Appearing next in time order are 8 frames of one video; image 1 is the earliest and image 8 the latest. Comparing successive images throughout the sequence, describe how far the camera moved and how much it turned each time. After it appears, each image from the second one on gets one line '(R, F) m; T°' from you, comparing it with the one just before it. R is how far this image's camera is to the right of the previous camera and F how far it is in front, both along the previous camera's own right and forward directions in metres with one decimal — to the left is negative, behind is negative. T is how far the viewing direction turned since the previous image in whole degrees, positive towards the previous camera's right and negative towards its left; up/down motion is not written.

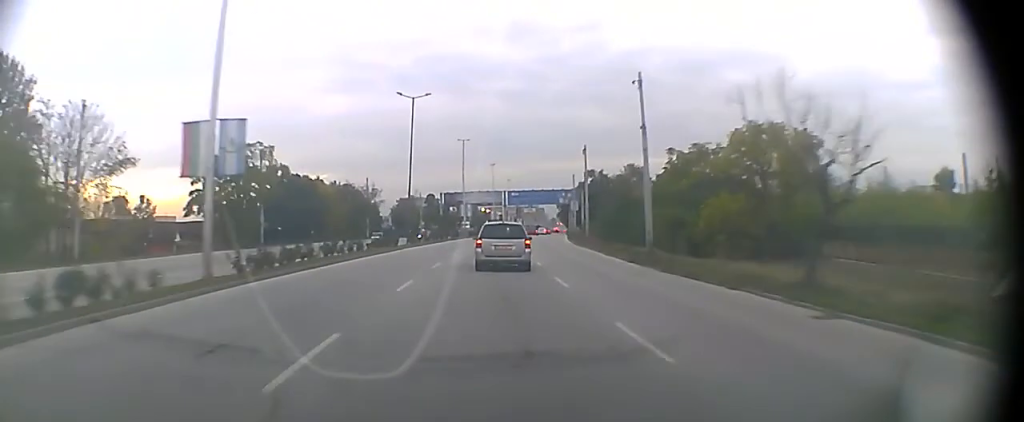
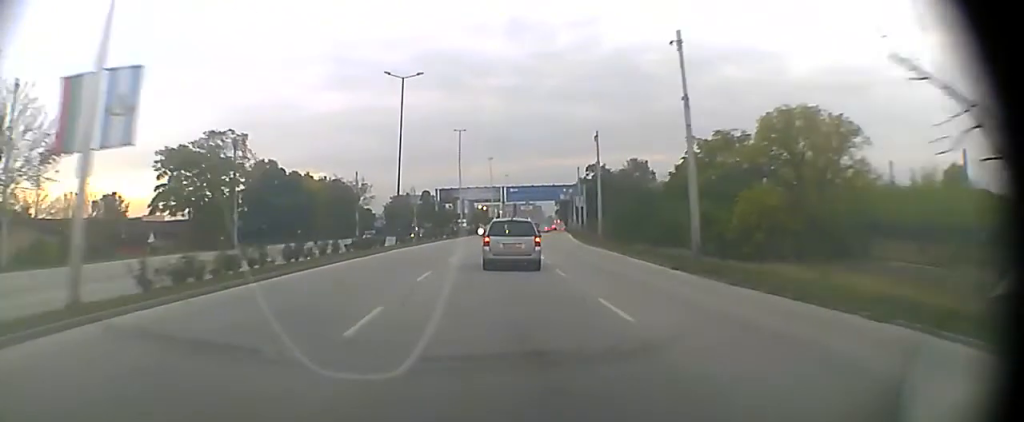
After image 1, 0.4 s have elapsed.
(0.0, +6.5) m; 0°
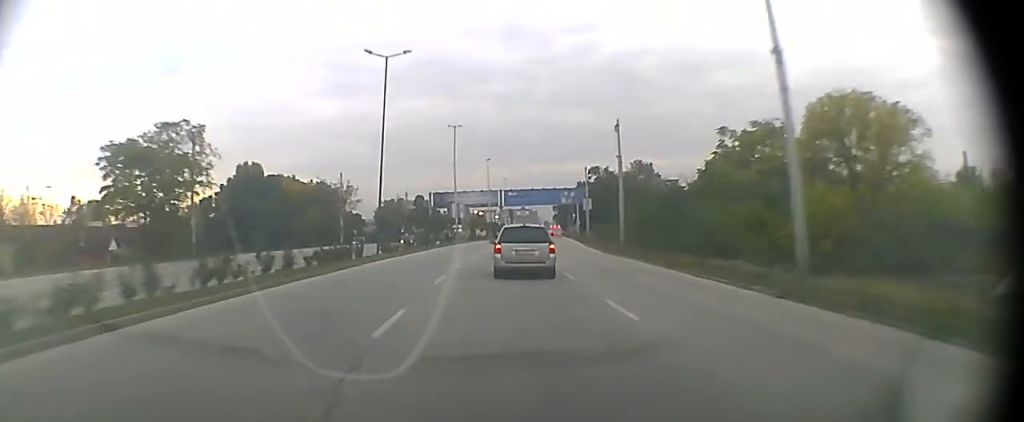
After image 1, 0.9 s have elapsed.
(0.0, +7.6) m; 0°
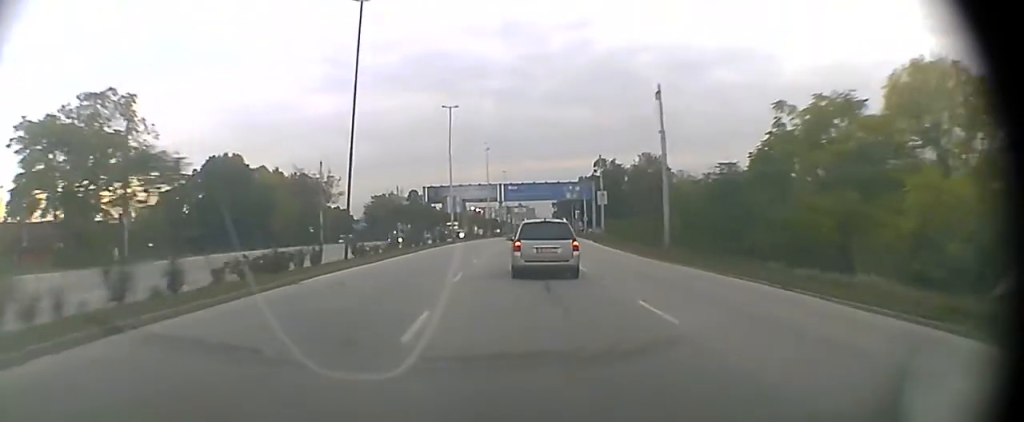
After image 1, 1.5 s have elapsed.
(+0.1, +10.9) m; +1°
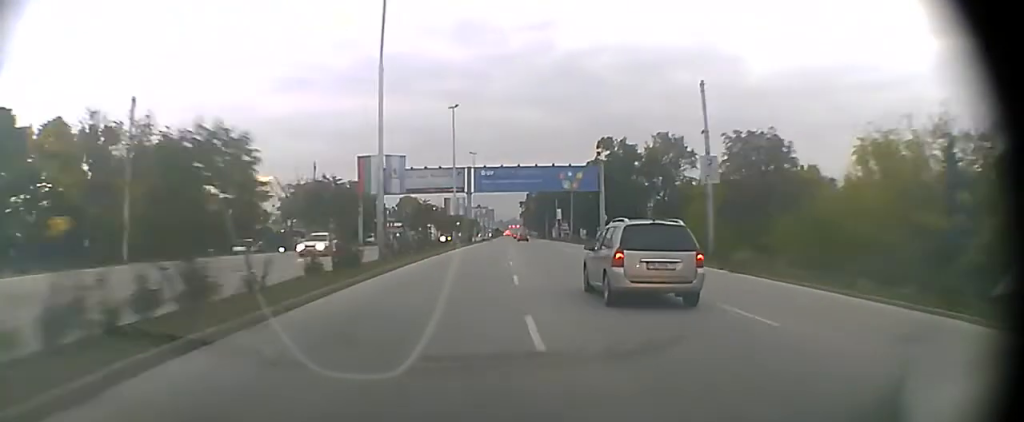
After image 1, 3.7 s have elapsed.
(+0.6, +36.4) m; +3°
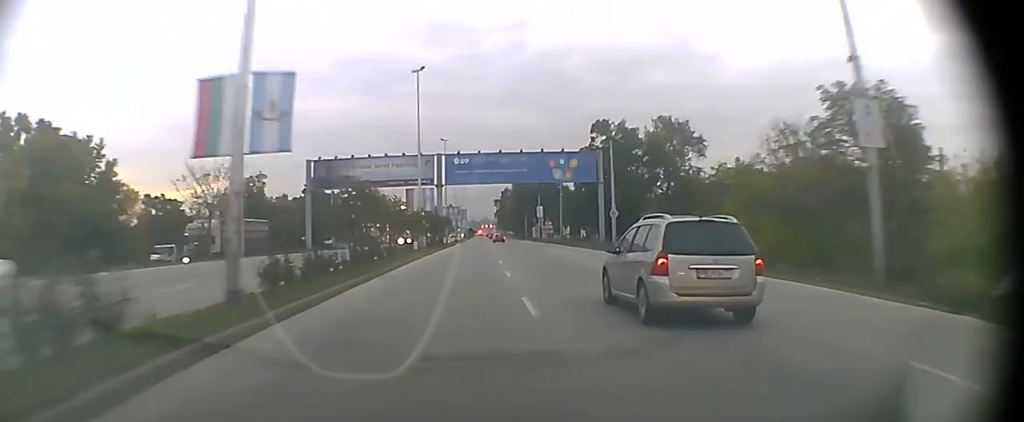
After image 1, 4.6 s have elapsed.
(+0.4, +14.7) m; +2°
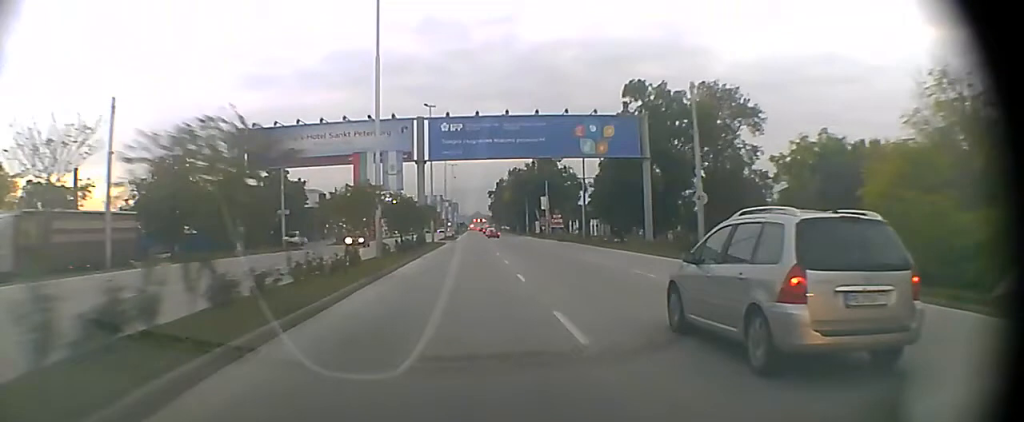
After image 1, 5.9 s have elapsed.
(+0.5, +21.7) m; +2°
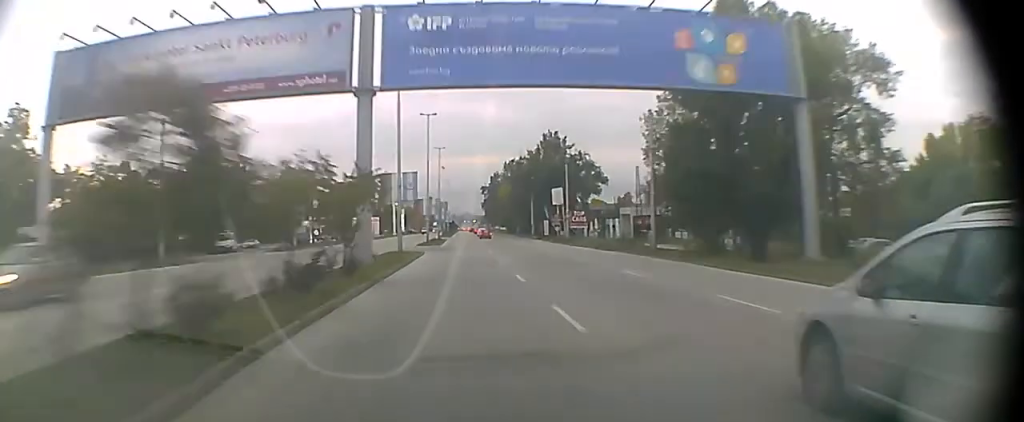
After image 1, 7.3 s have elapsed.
(+0.1, +25.2) m; 0°
